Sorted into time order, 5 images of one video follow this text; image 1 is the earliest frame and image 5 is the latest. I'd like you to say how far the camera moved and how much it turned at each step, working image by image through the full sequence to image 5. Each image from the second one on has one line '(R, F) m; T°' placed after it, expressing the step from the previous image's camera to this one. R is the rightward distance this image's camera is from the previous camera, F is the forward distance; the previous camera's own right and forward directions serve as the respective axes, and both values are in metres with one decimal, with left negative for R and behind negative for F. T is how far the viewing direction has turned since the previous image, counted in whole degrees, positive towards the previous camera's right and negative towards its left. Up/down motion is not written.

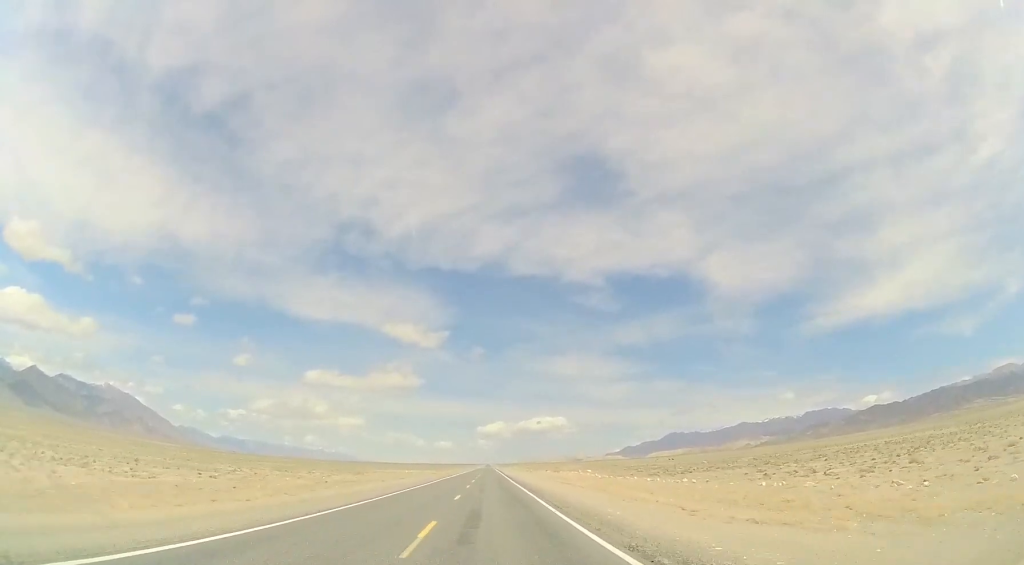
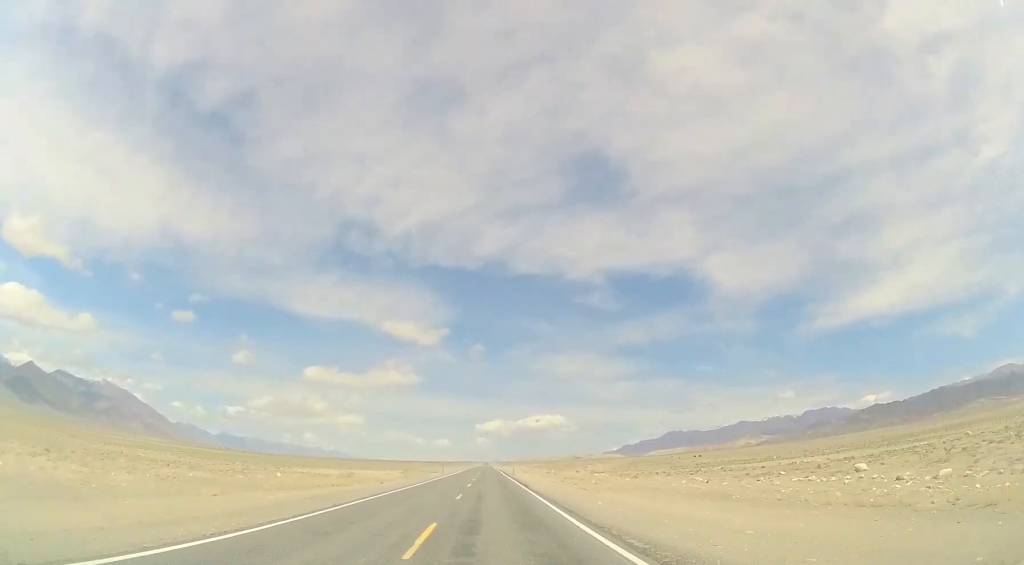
(+0.4, +68.8) m; 0°
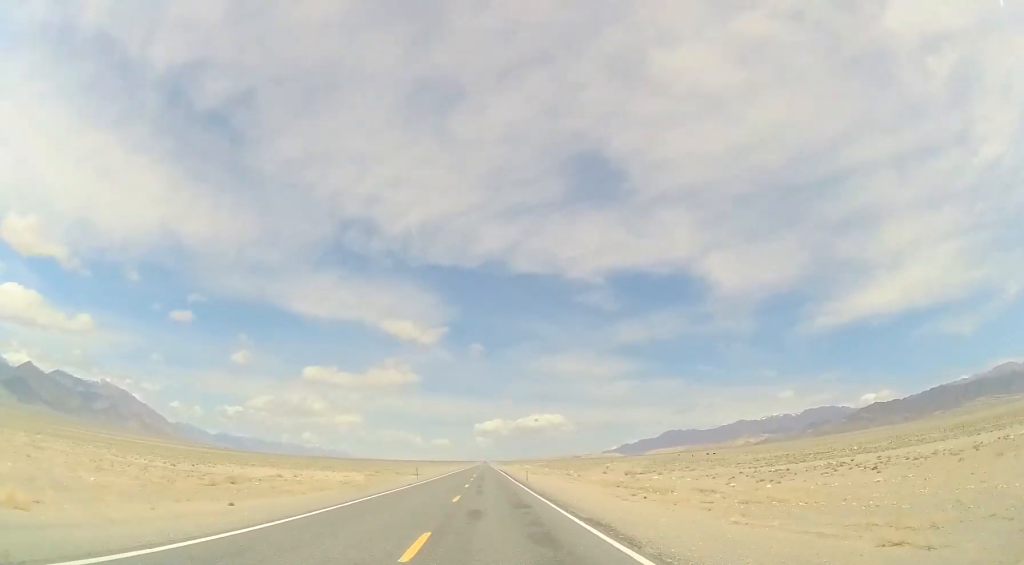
(-0.3, +29.3) m; 0°
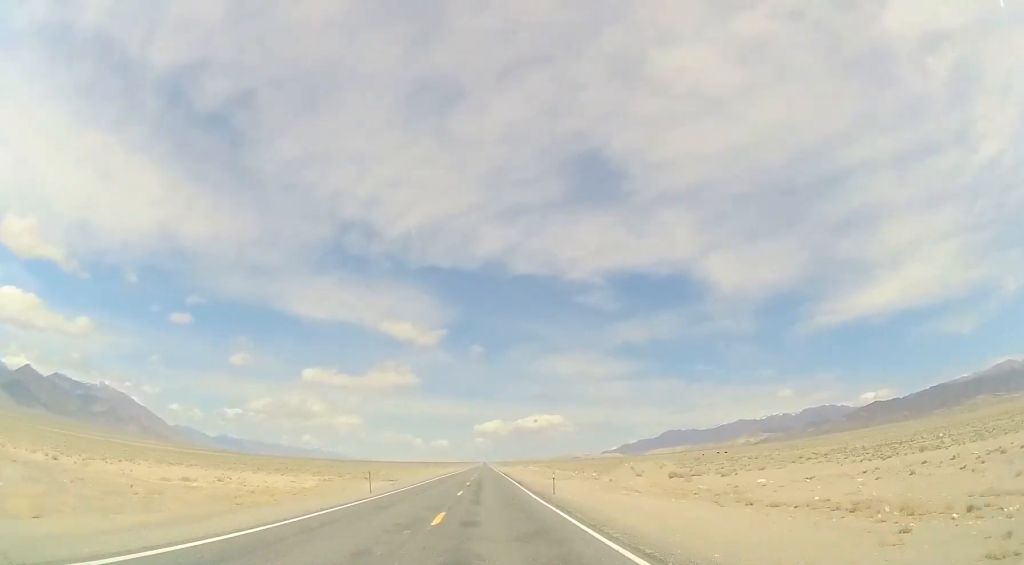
(-0.4, +21.6) m; 0°
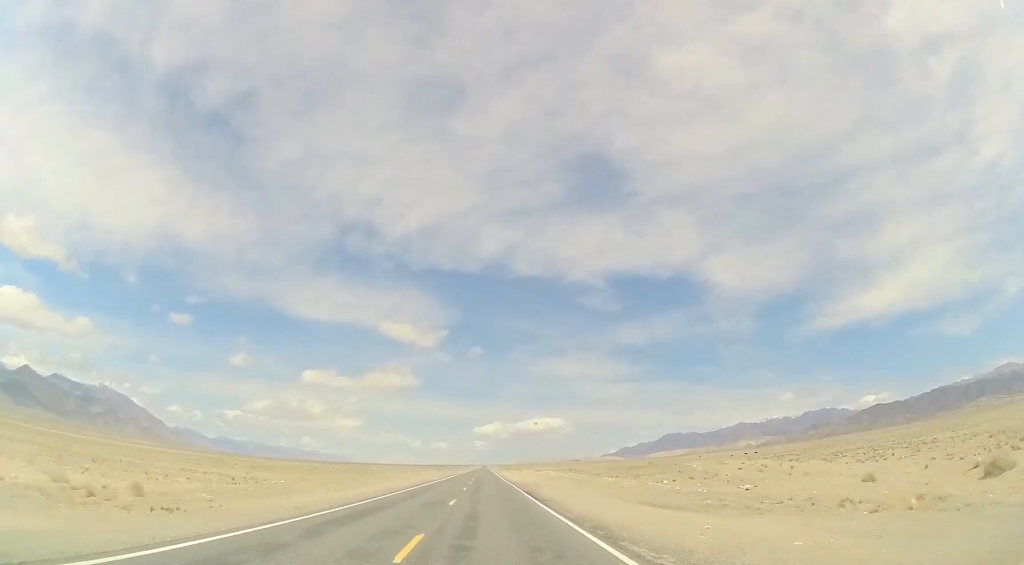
(+0.8, +46.7) m; 0°
